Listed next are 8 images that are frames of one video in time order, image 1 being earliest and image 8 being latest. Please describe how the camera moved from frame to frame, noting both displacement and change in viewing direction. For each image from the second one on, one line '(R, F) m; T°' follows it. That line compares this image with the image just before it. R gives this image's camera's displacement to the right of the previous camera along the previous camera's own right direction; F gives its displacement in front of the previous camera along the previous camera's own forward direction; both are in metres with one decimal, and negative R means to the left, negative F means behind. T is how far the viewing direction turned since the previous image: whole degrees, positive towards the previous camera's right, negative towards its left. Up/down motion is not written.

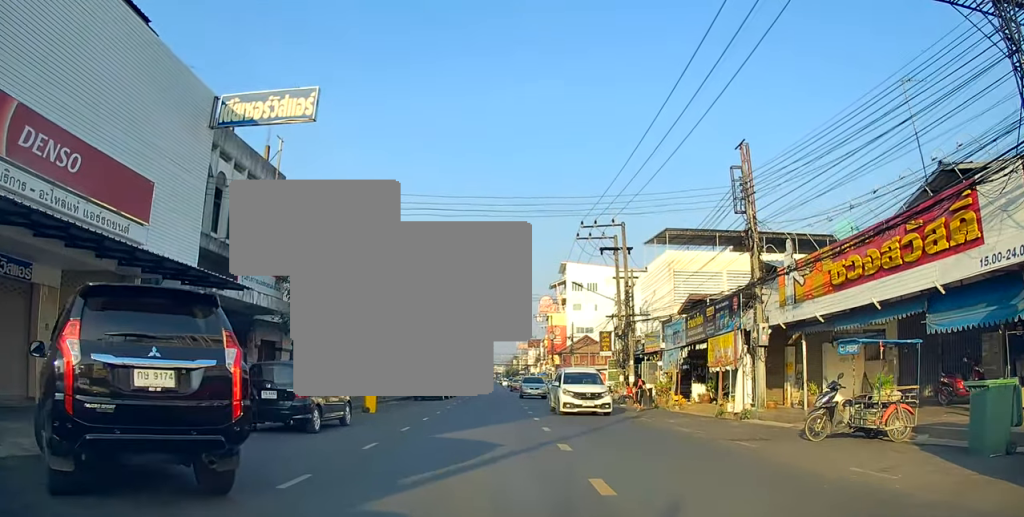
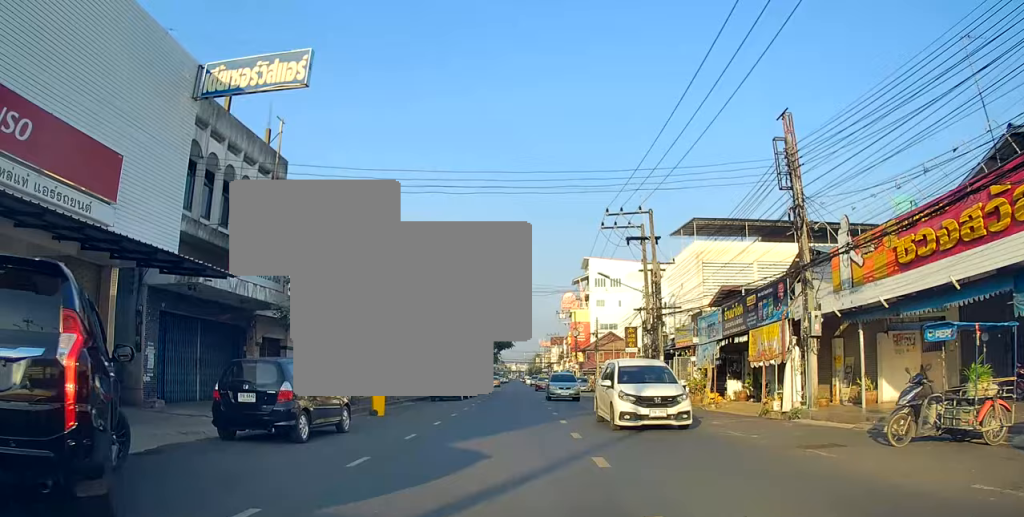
(0.0, +1.3) m; -3°
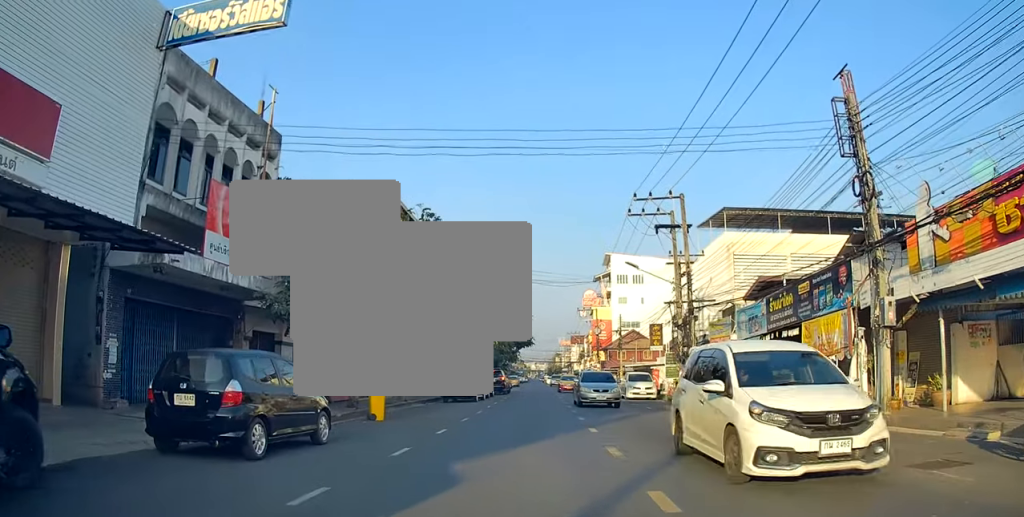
(0.0, +2.0) m; 0°
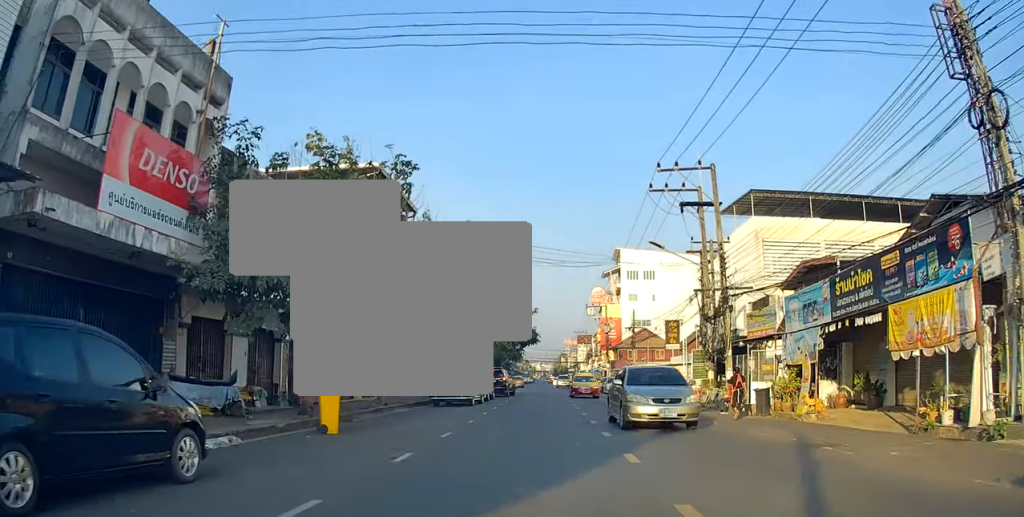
(0.0, +3.5) m; 0°
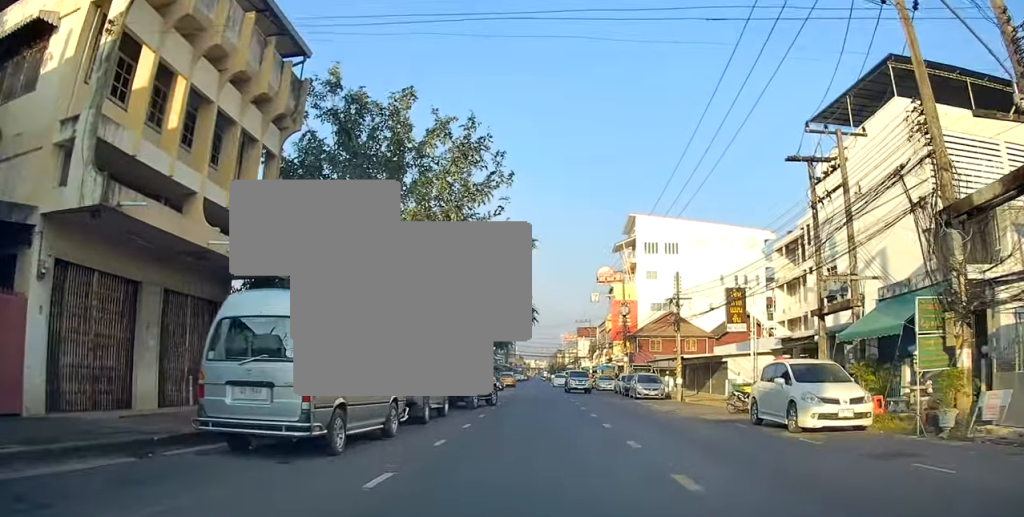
(+1.0, +15.5) m; +10°
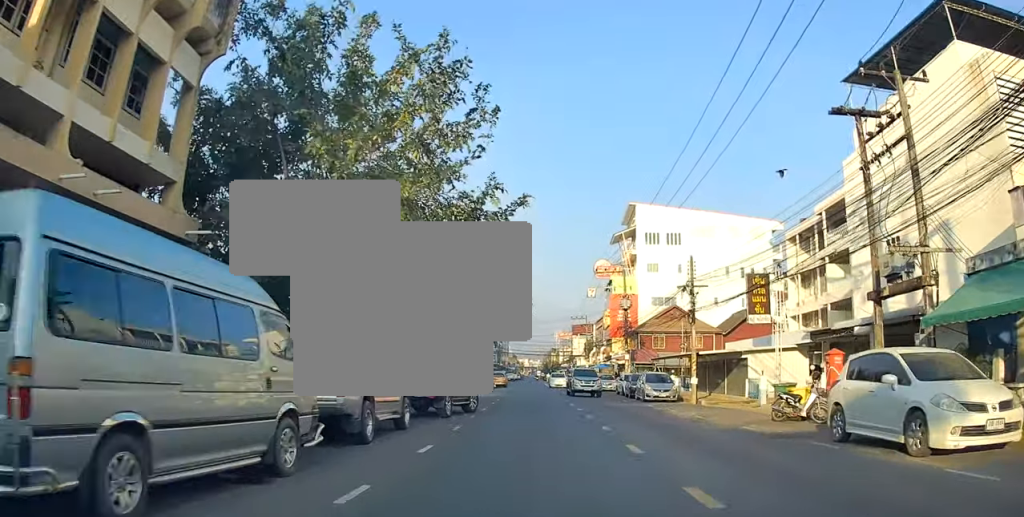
(+0.2, +5.0) m; +2°
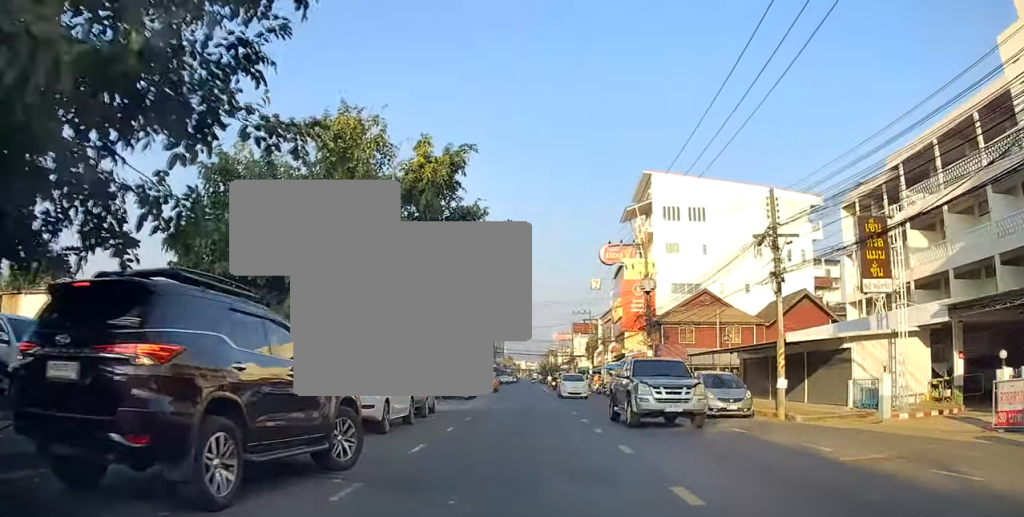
(0.0, +11.6) m; -1°
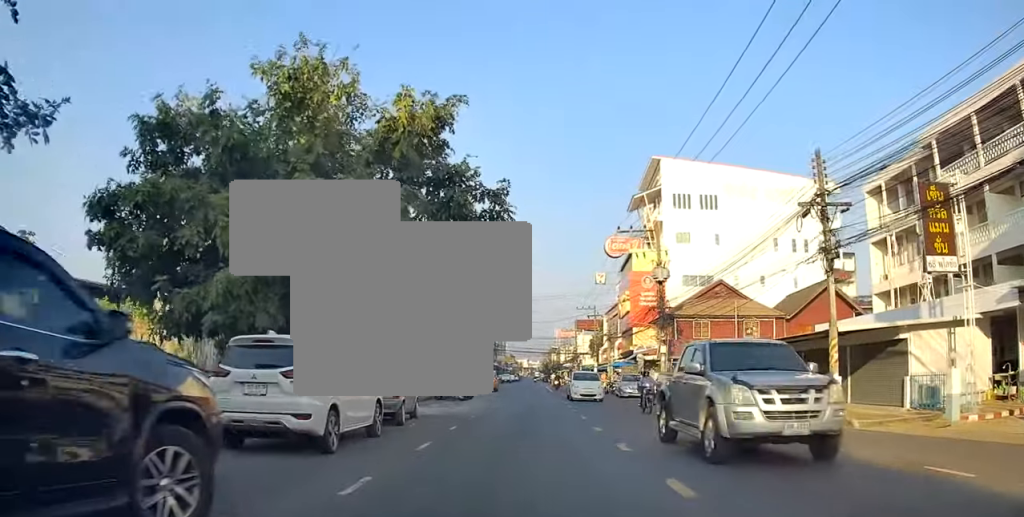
(-0.1, +3.4) m; 0°
